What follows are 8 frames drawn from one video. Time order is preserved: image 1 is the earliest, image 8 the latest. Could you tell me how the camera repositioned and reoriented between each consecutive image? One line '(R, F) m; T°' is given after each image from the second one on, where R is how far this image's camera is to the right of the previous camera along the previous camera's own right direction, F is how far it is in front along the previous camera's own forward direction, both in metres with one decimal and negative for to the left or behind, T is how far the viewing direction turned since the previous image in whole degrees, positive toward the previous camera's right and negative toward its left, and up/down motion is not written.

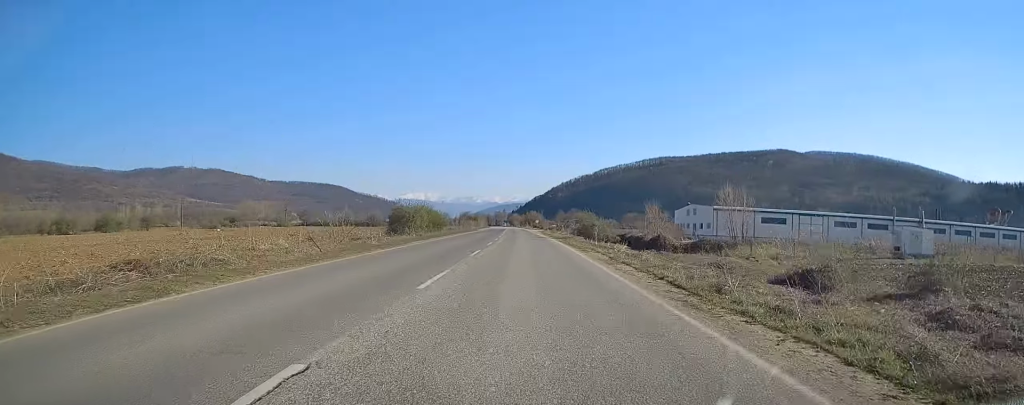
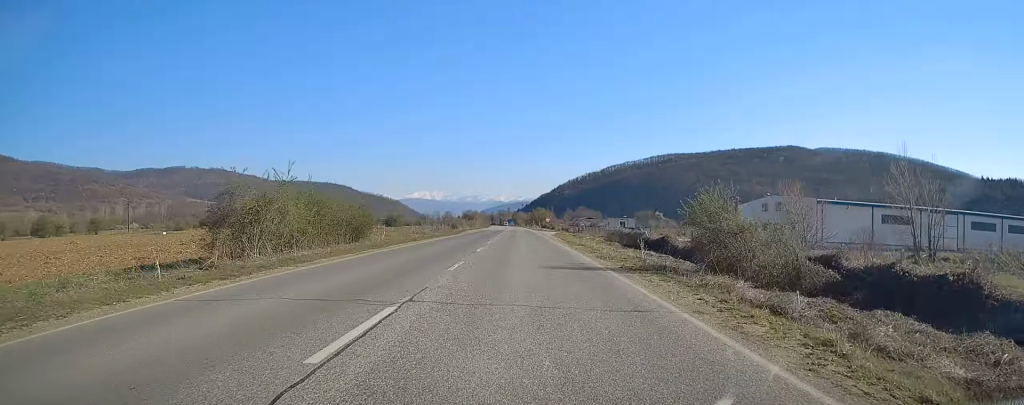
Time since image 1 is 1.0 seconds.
(0.0, +32.9) m; 0°
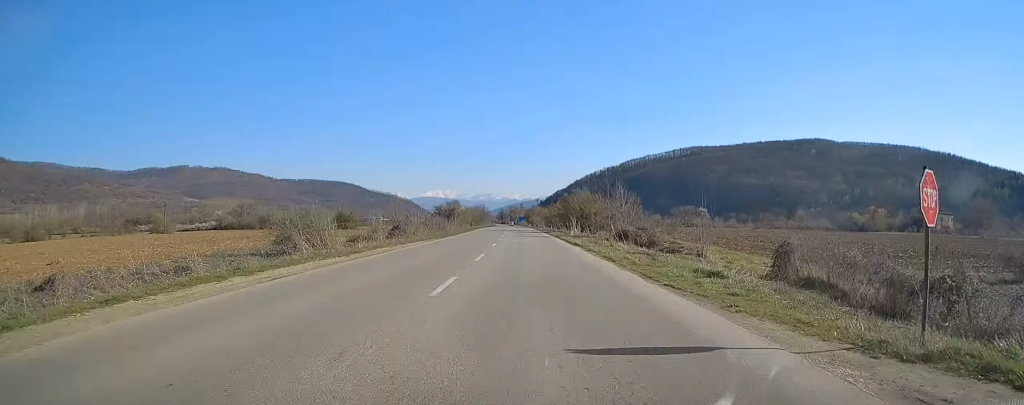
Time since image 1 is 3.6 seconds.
(-0.7, +88.1) m; -1°
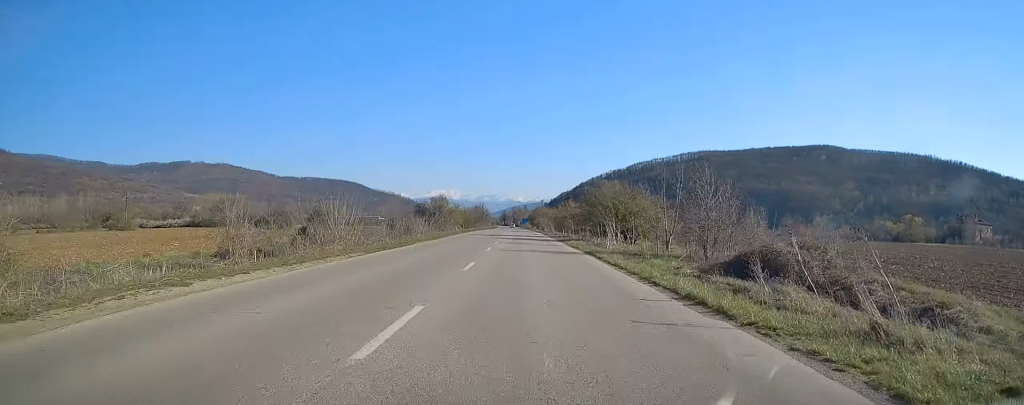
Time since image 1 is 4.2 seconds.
(-0.2, +22.4) m; 0°
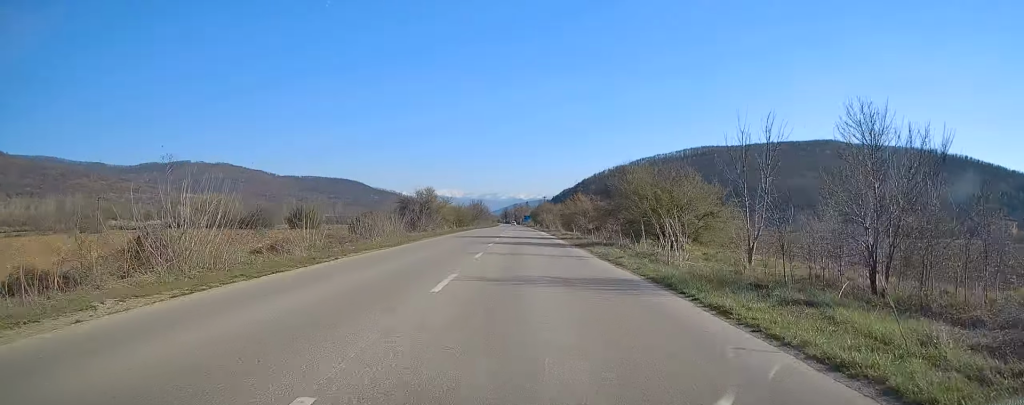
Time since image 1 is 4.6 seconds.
(-0.1, +13.5) m; 0°
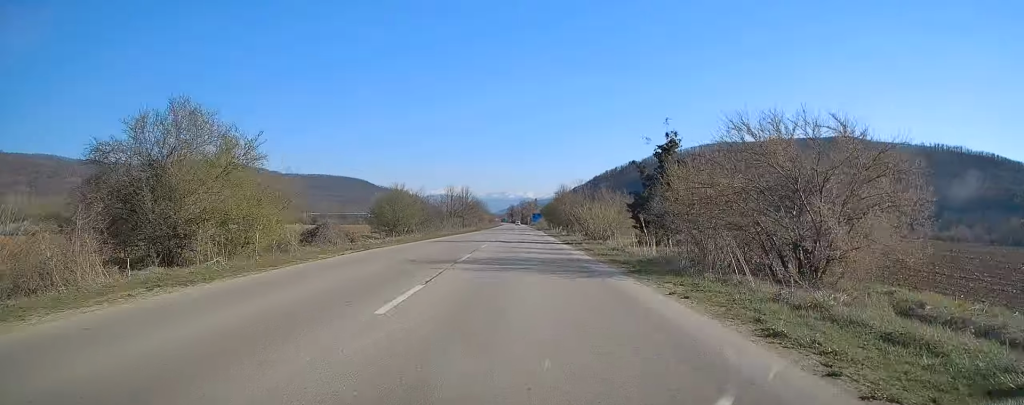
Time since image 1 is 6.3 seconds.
(+0.1, +56.5) m; 0°
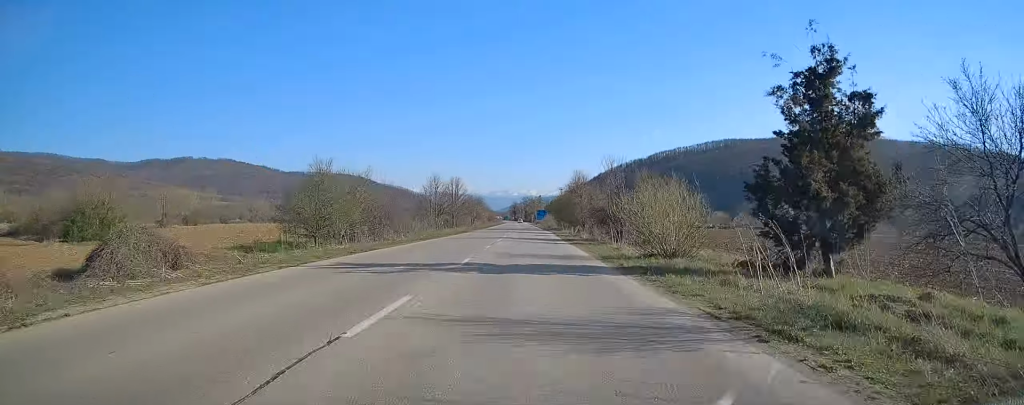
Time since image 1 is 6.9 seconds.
(-0.1, +19.6) m; 0°
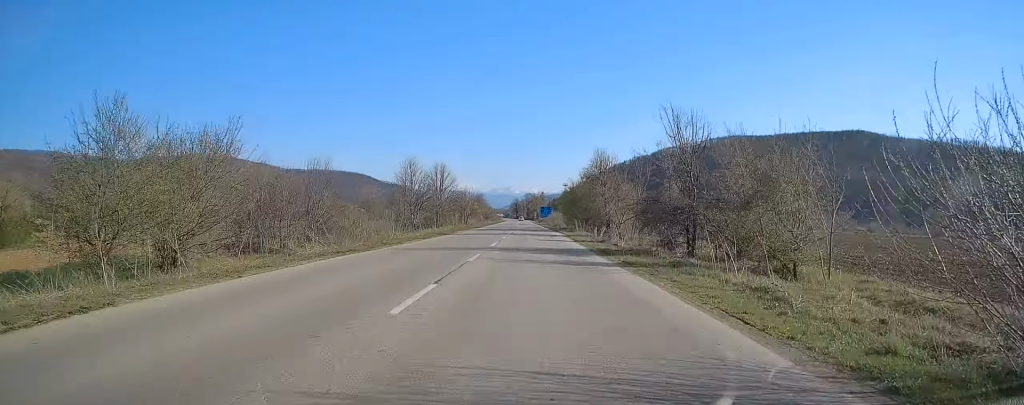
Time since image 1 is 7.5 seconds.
(-0.2, +17.2) m; 0°
